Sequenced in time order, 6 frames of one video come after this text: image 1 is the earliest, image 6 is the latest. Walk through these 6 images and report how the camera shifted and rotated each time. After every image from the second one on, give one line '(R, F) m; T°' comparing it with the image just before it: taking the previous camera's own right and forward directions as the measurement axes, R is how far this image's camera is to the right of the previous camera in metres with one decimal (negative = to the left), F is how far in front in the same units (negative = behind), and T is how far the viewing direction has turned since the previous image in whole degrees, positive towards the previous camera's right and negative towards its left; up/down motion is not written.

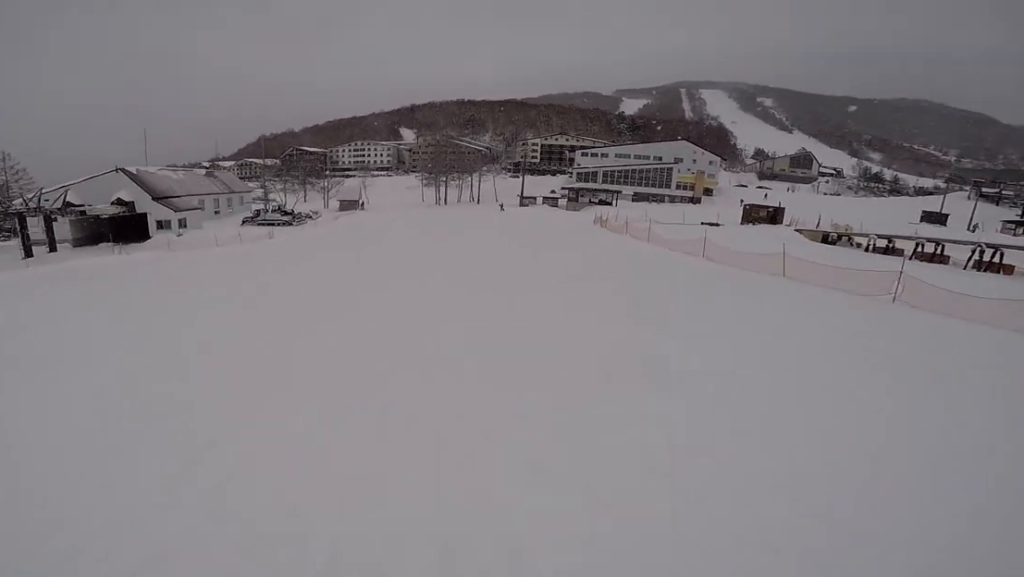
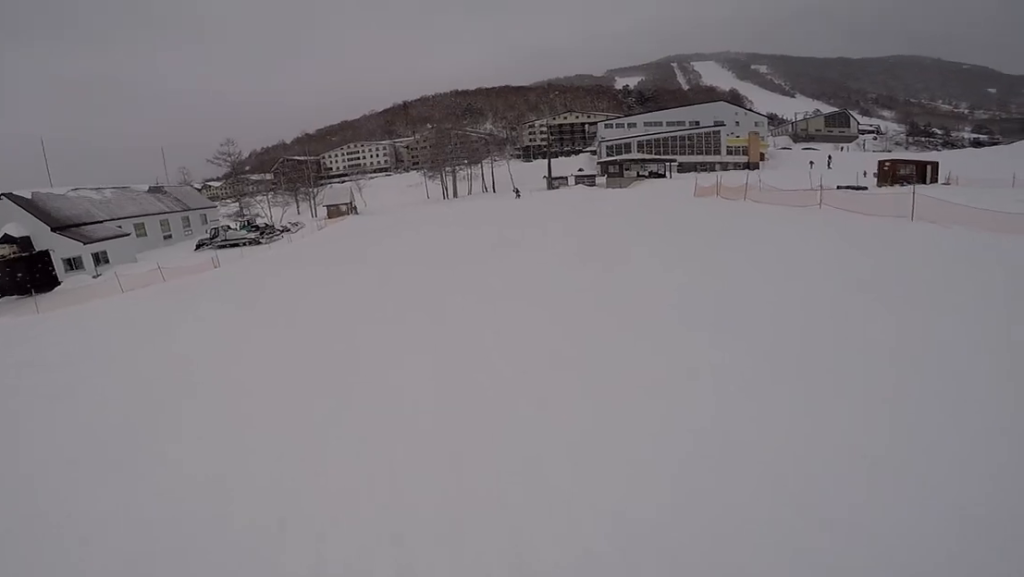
(0.0, +13.3) m; 0°
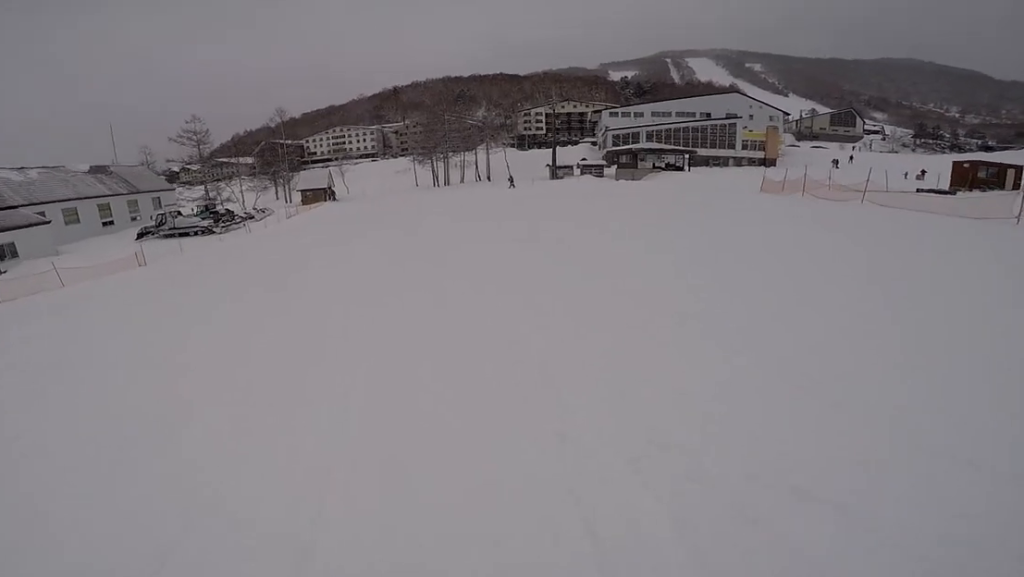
(0.0, +5.2) m; 0°
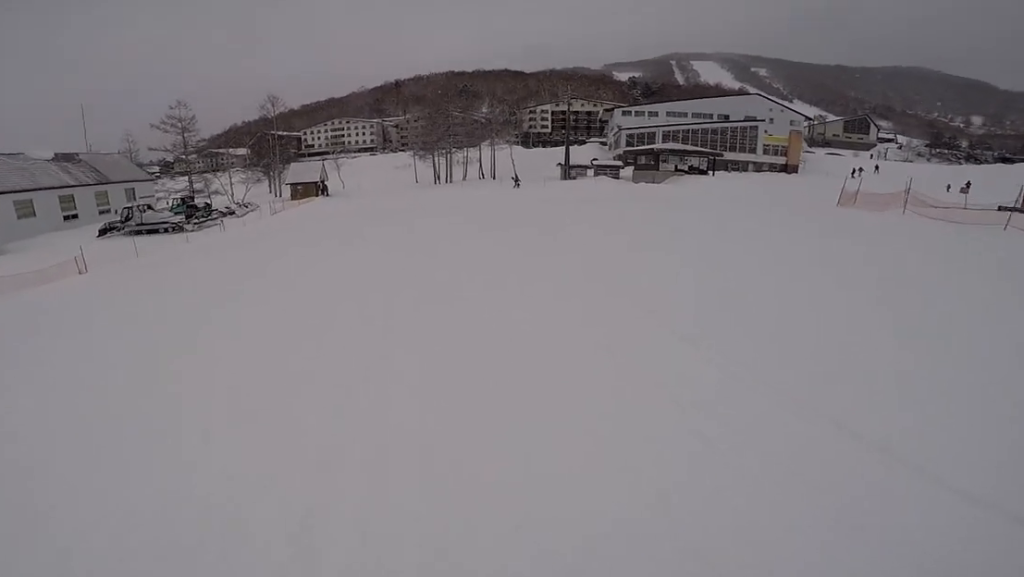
(0.0, +3.5) m; 0°
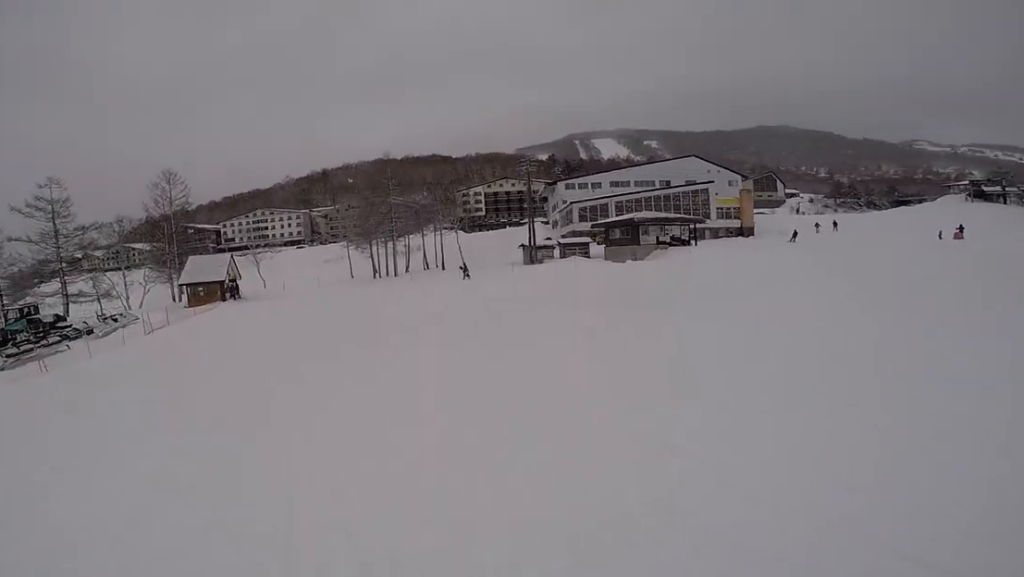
(0.0, +10.5) m; 0°
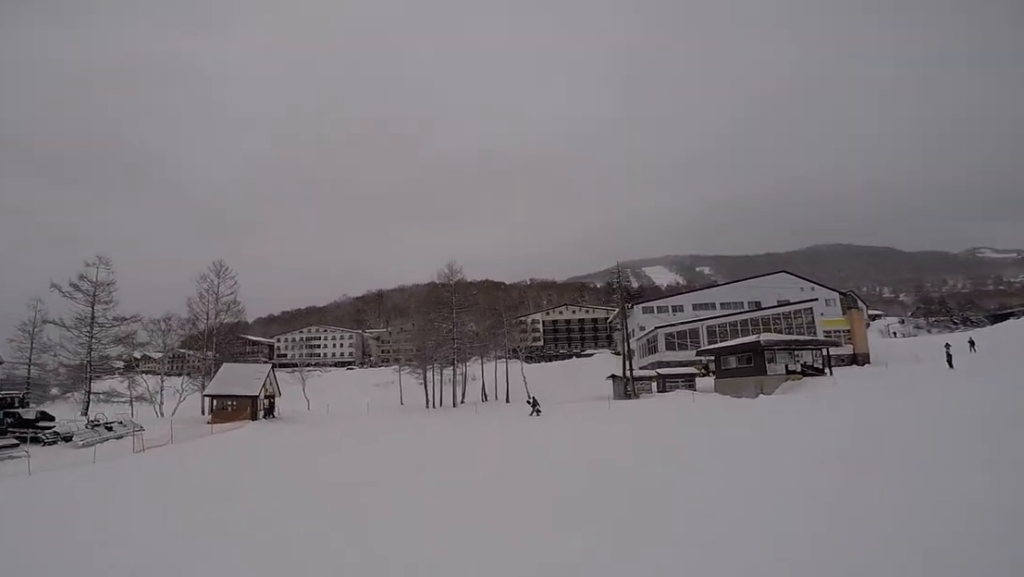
(0.0, +7.3) m; 0°
